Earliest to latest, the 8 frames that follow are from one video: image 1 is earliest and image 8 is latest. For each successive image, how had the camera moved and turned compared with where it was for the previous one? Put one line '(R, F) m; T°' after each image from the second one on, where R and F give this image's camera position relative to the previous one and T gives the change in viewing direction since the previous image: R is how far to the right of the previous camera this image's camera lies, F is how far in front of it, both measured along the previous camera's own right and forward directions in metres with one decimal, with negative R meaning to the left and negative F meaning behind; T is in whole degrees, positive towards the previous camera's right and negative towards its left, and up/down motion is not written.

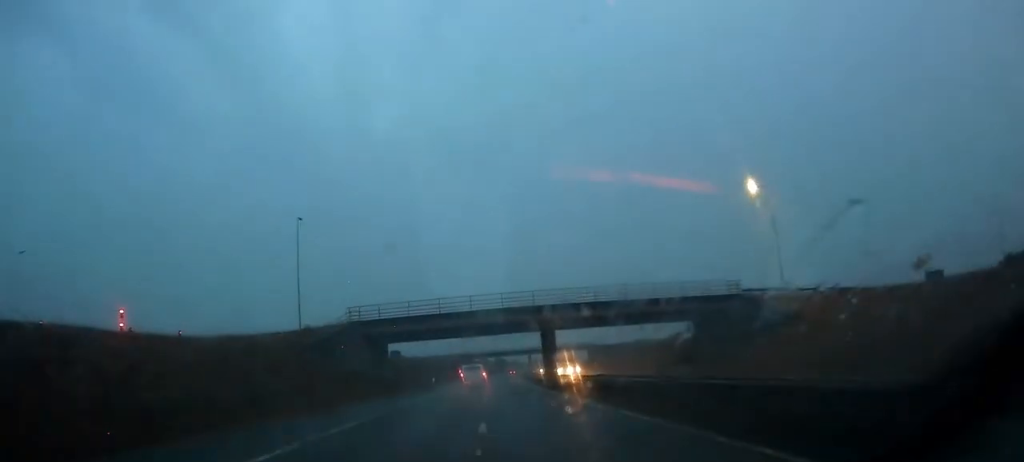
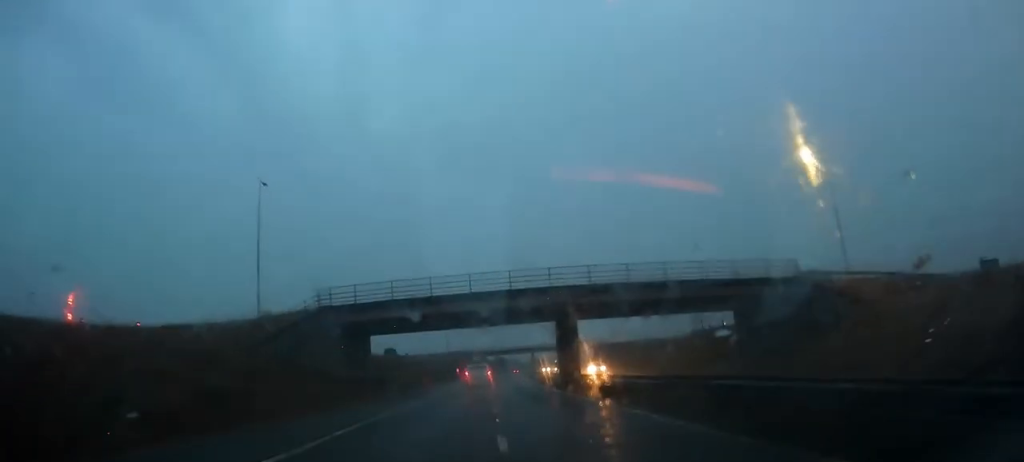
(-0.1, +12.4) m; 0°
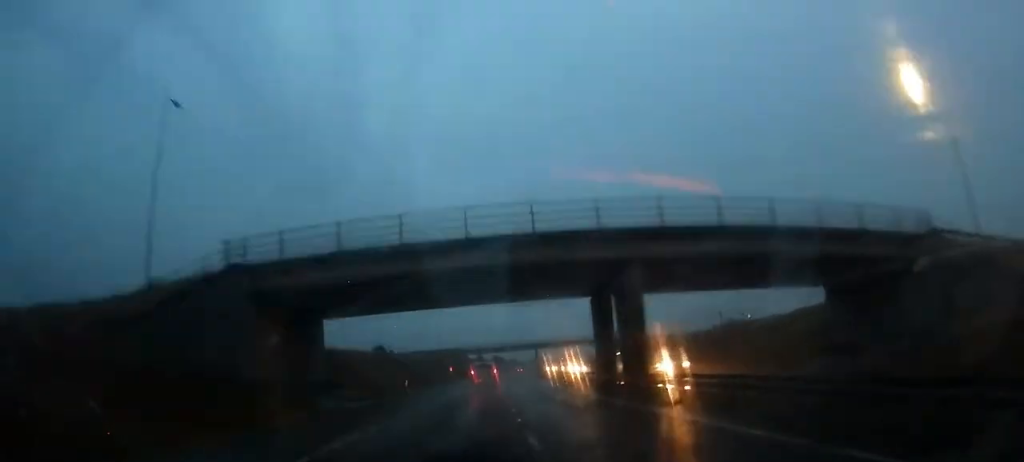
(-0.1, +17.9) m; 0°
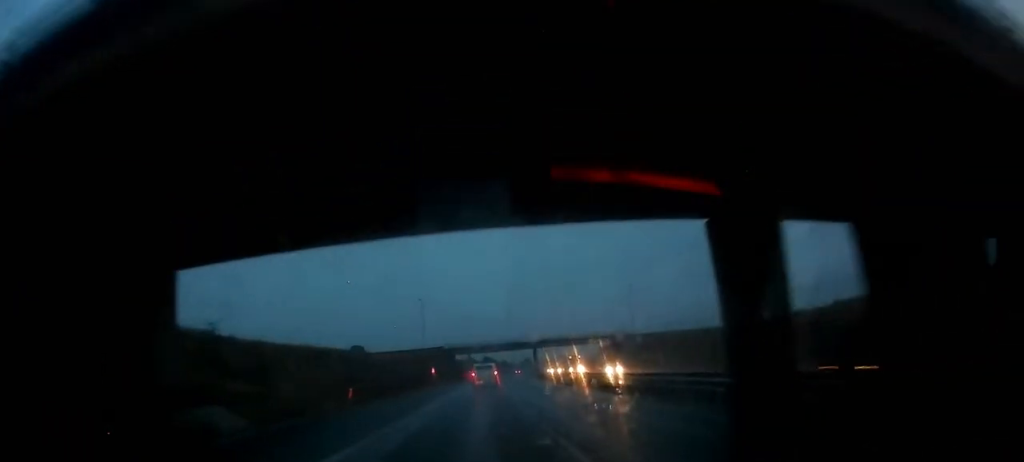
(+0.1, +20.6) m; +1°
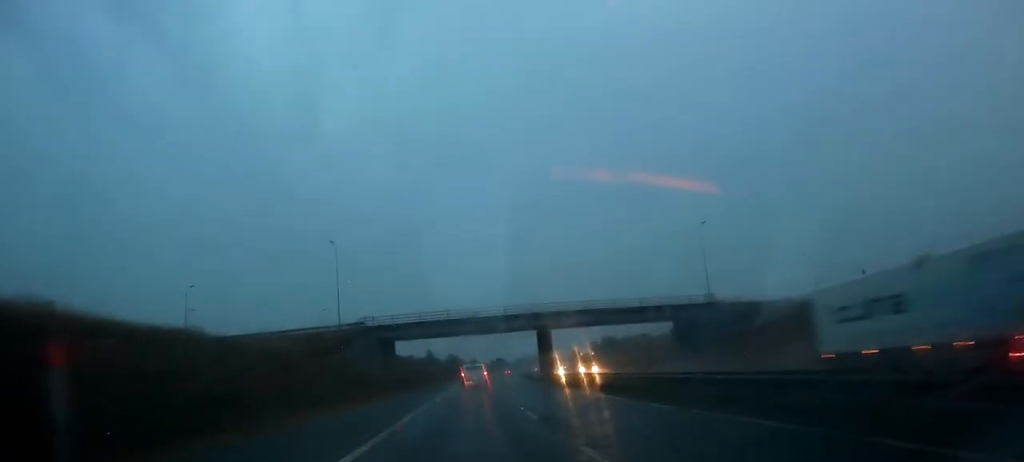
(+2.0, +61.4) m; +3°
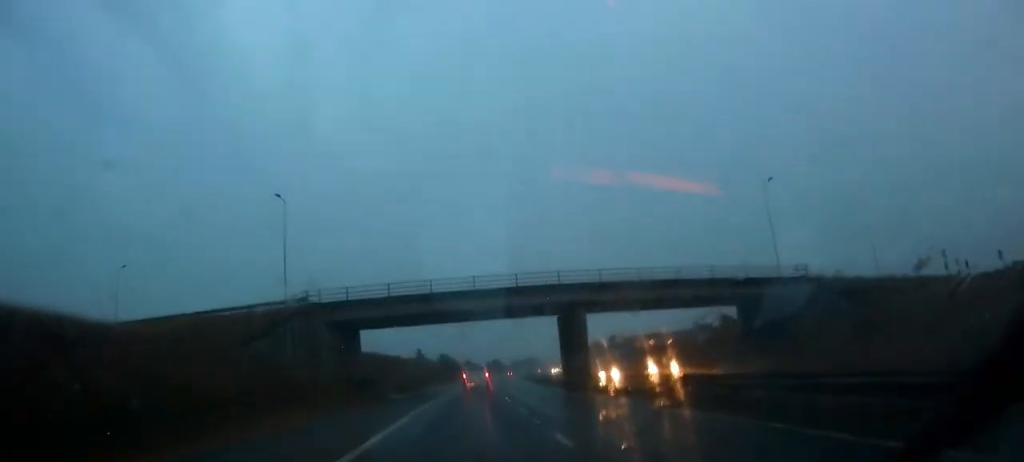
(+0.3, +21.5) m; +1°
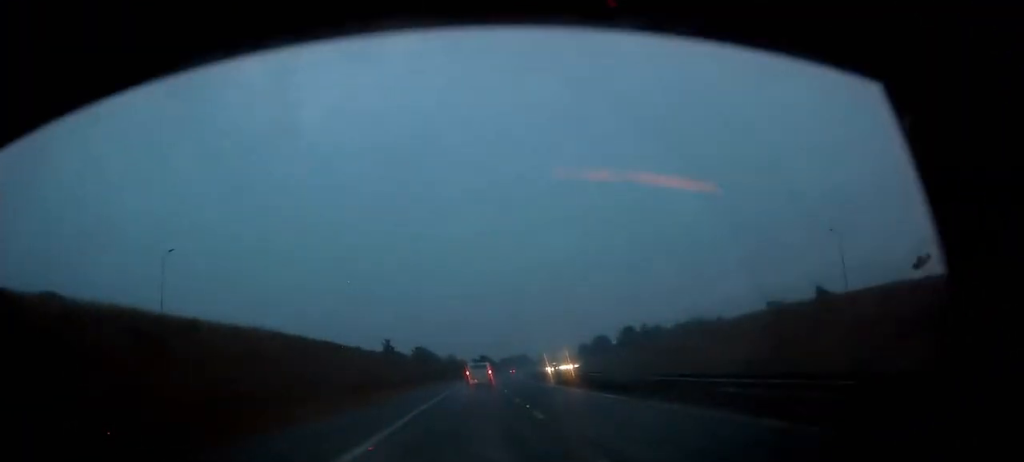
(+0.5, +44.7) m; +1°
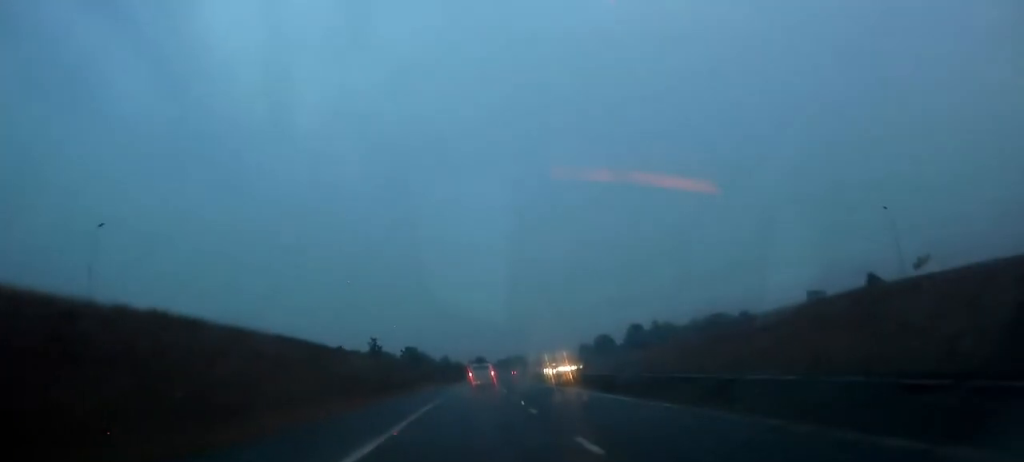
(0.0, +15.8) m; +1°
